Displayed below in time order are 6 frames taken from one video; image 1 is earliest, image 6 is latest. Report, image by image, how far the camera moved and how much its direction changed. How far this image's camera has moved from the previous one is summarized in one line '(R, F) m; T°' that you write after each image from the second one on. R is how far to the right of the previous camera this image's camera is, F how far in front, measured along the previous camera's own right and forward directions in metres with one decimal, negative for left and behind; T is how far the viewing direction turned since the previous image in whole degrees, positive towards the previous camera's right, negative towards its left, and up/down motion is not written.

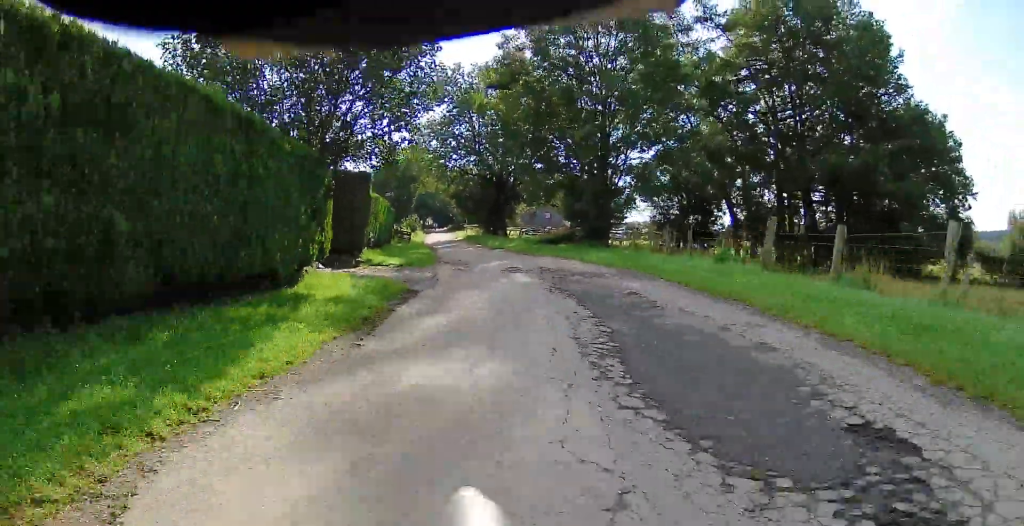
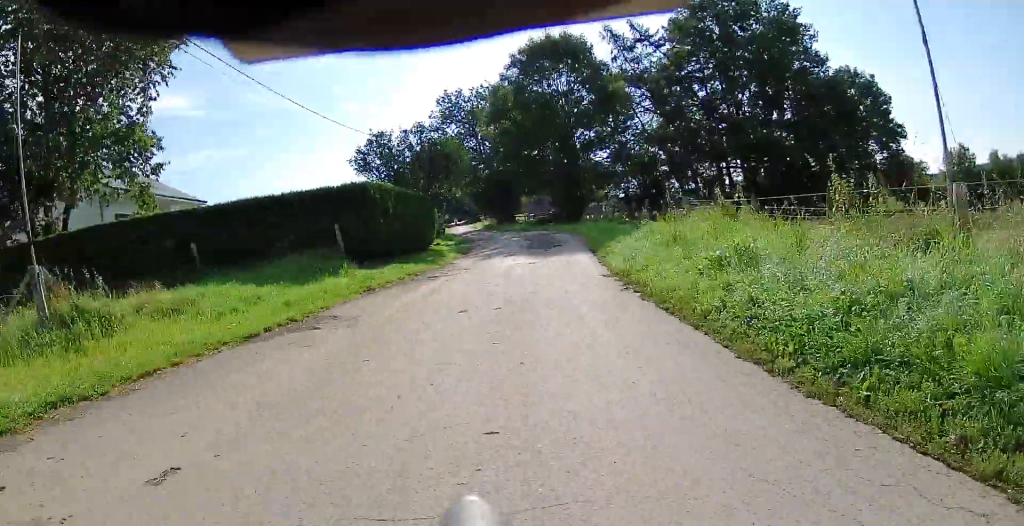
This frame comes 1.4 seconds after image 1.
(+0.5, +14.6) m; +4°
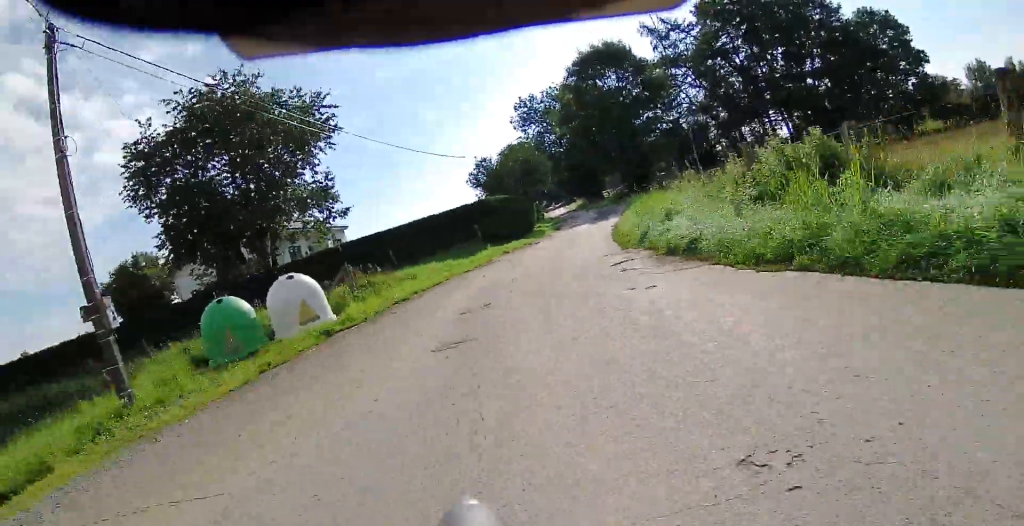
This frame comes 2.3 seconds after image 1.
(+0.2, +9.6) m; -1°
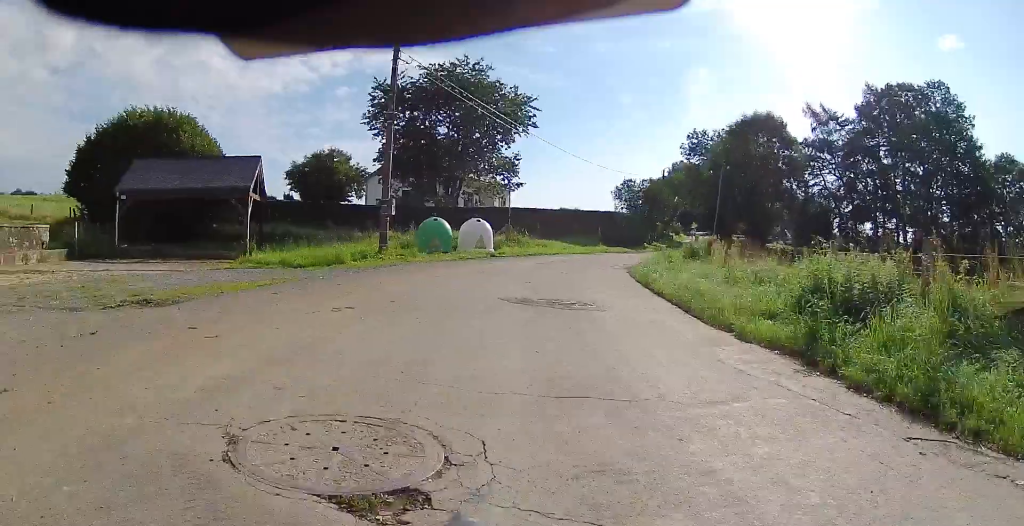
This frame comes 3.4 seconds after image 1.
(-0.6, +11.0) m; -10°
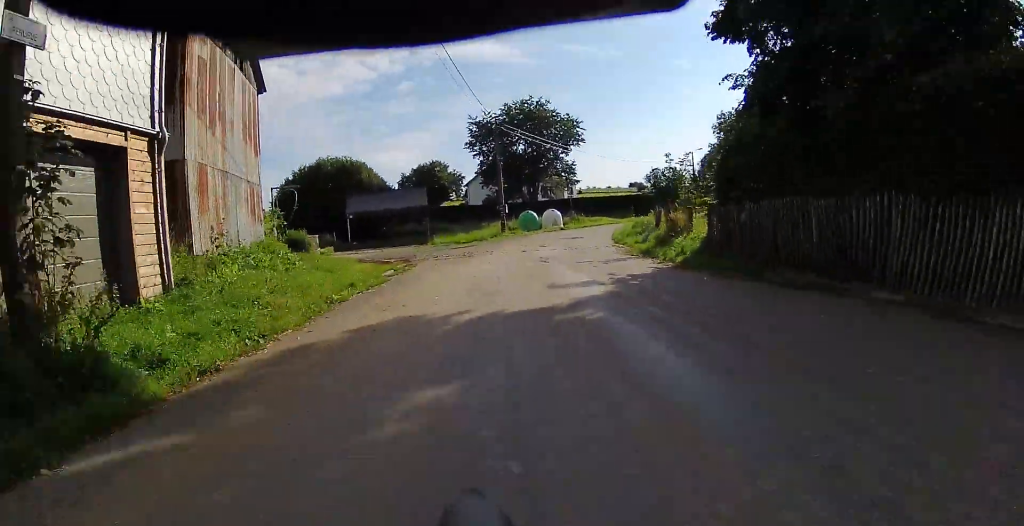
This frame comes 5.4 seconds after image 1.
(-3.0, +16.6) m; -17°
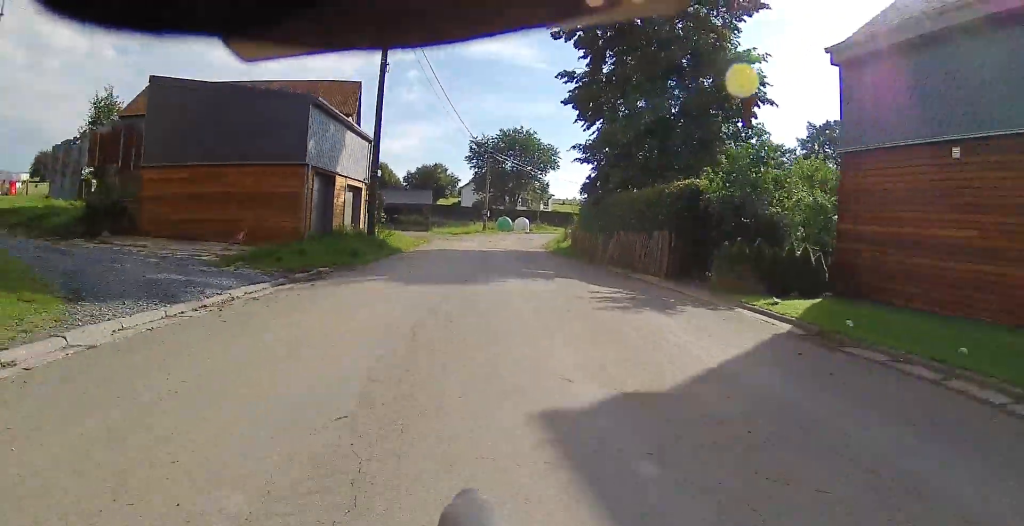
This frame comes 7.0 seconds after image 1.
(-0.9, +14.1) m; -7°
